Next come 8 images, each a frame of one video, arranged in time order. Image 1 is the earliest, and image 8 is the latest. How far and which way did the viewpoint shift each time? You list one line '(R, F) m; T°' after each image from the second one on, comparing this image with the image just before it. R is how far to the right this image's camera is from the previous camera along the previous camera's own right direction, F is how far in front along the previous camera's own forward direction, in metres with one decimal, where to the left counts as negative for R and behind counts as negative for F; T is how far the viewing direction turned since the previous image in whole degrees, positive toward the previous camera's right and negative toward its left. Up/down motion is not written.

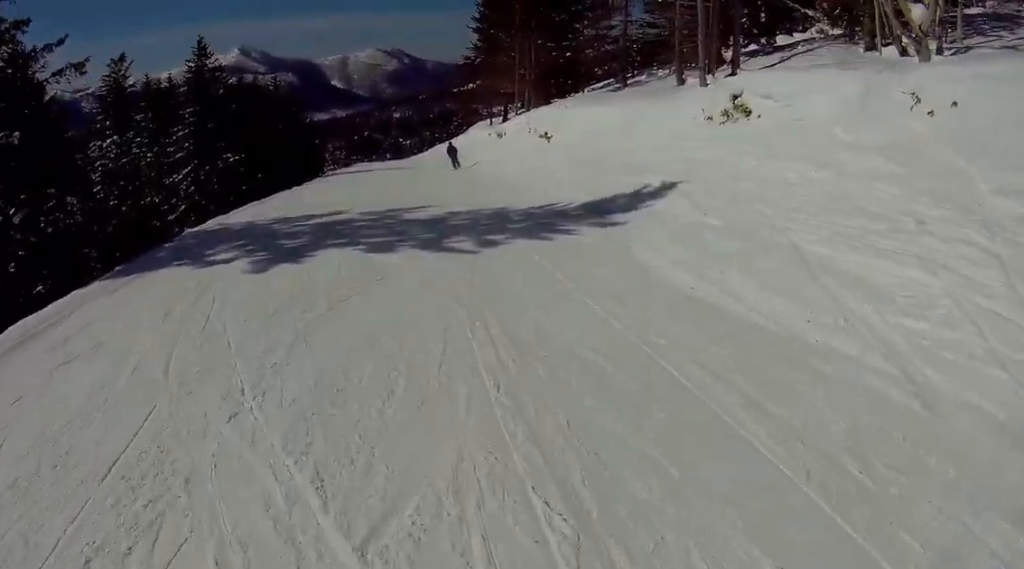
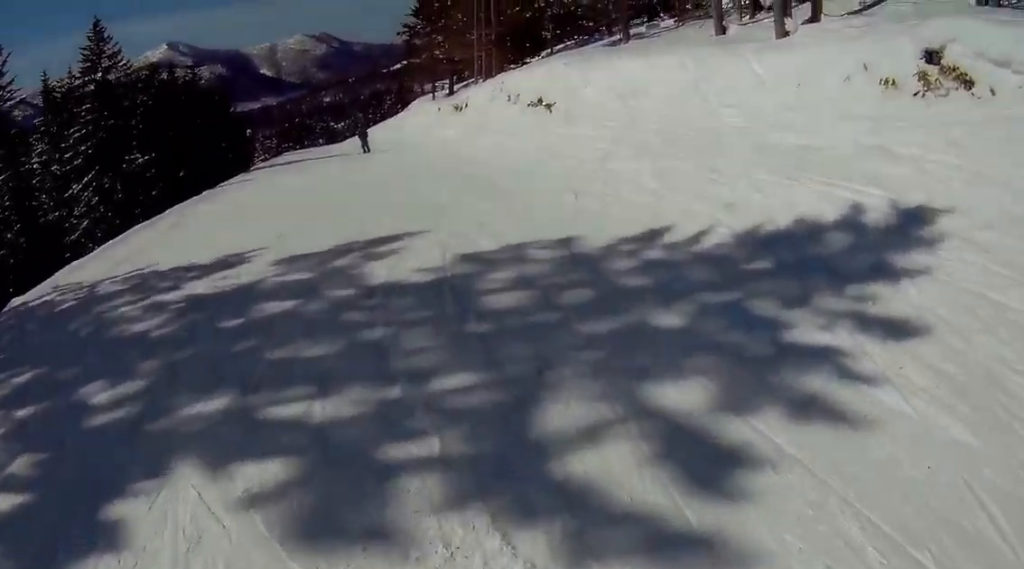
(-0.1, +6.6) m; +3°
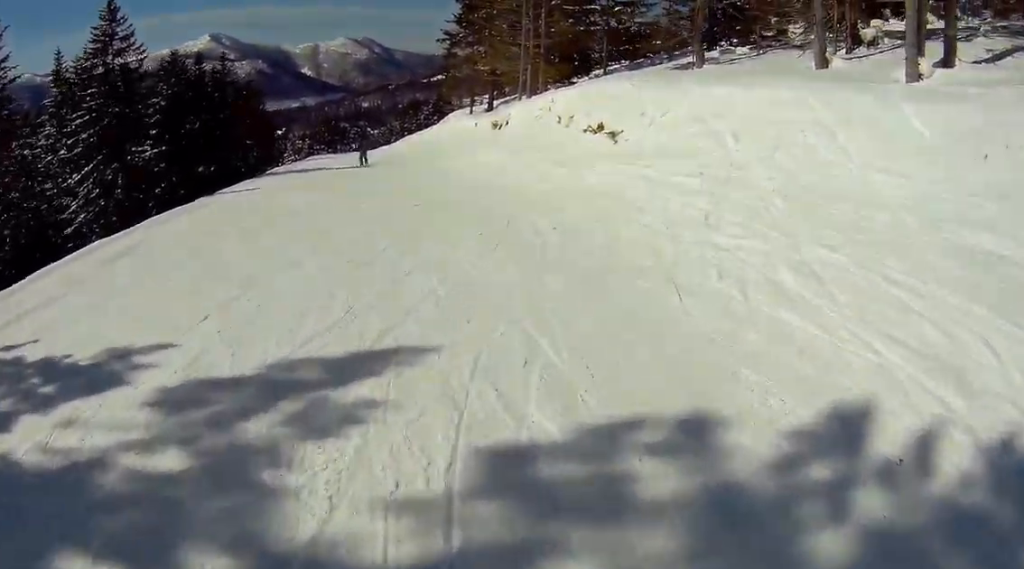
(+0.2, +3.4) m; 0°
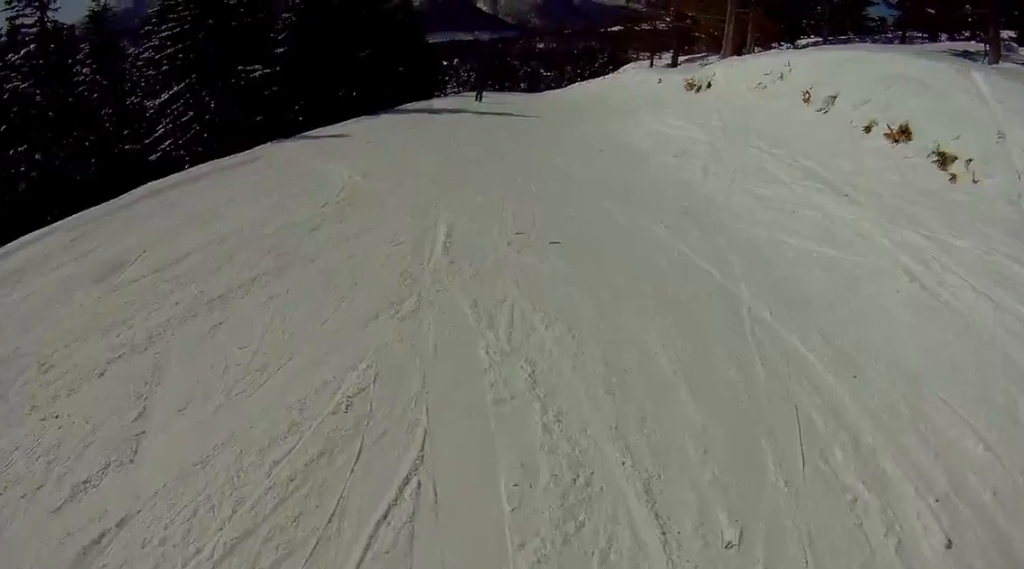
(0.0, +6.4) m; -8°
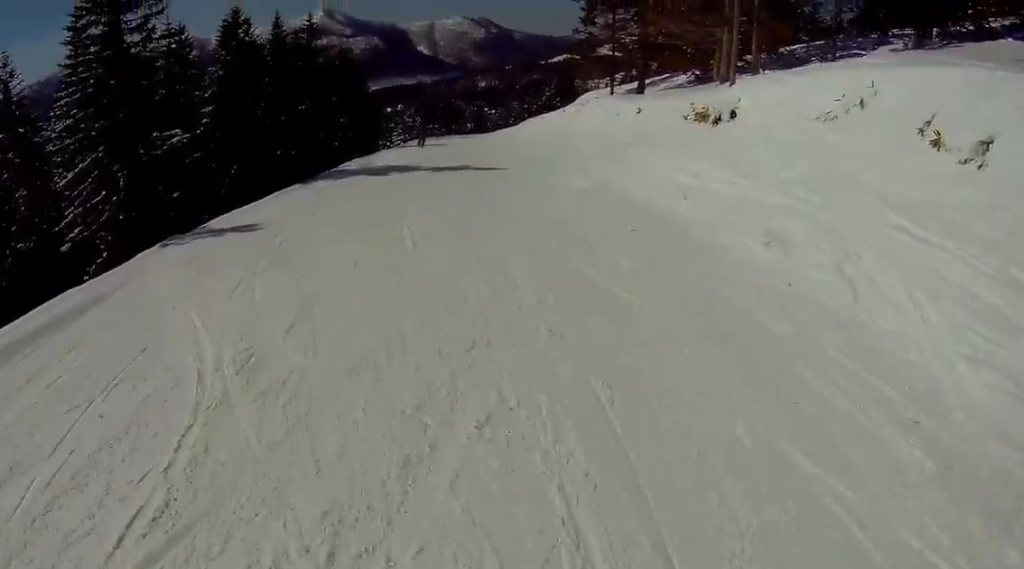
(-0.2, +4.4) m; -8°
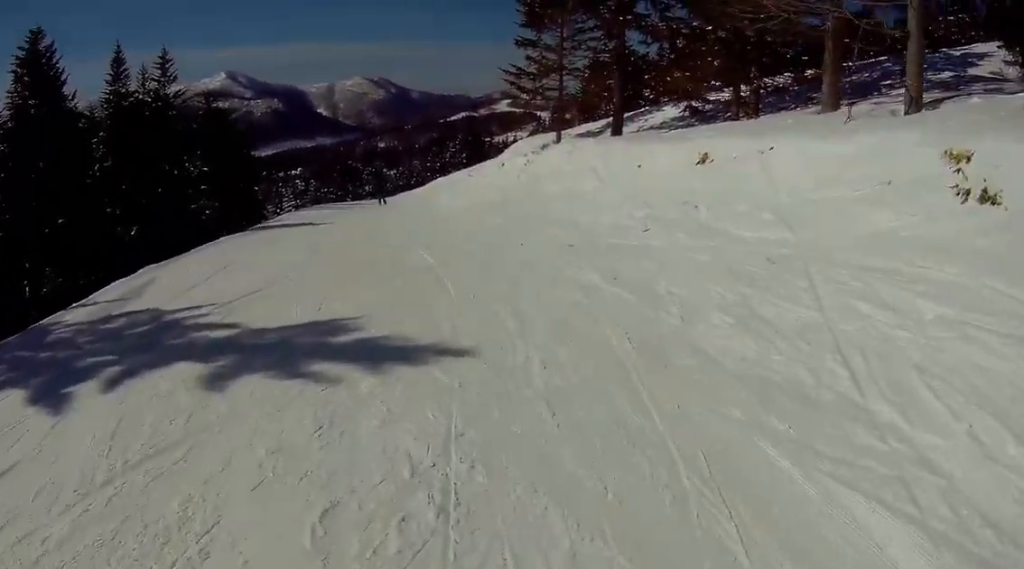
(-0.3, +13.9) m; +1°
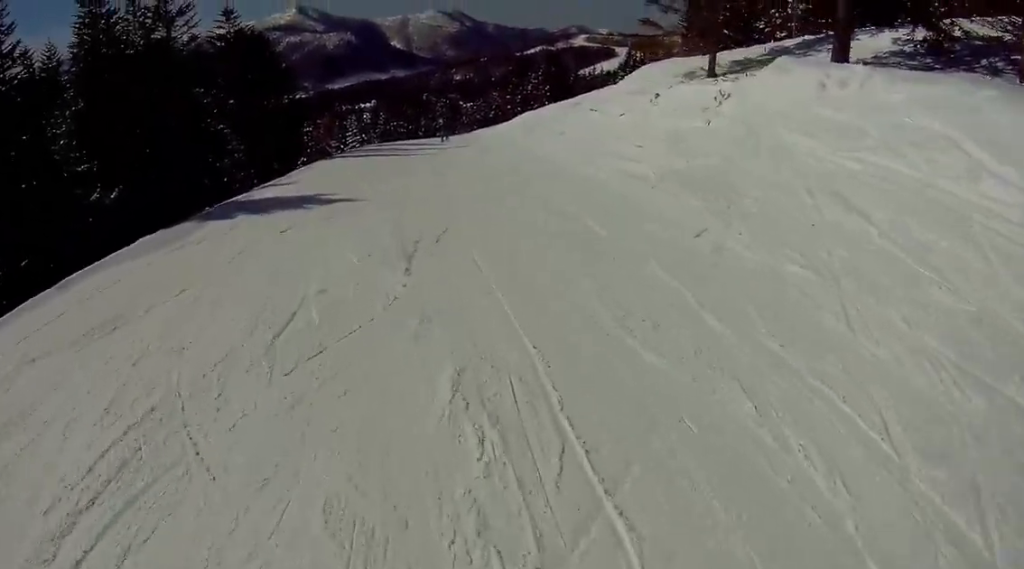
(+1.3, +11.7) m; +9°
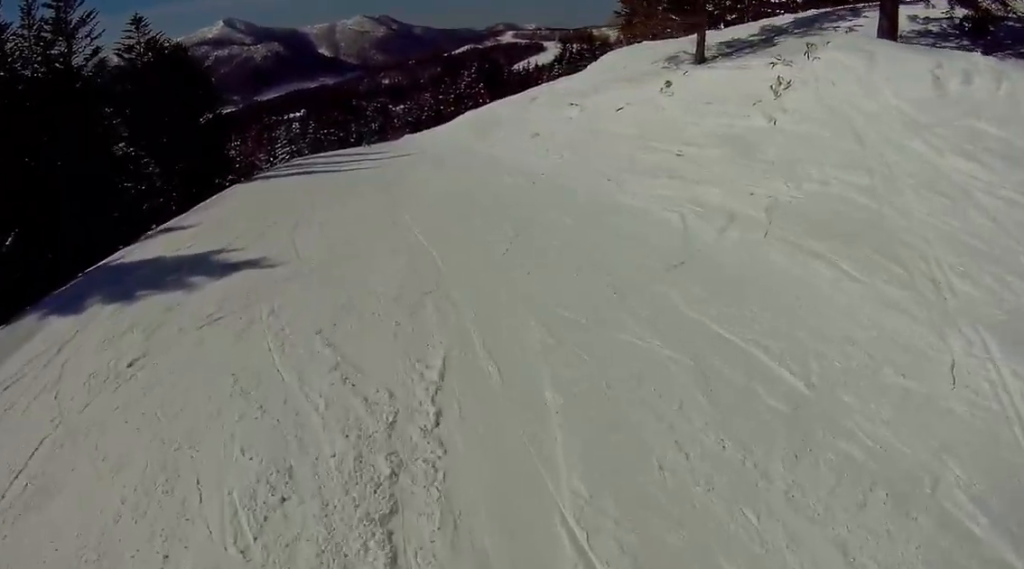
(-0.4, +4.7) m; 0°
